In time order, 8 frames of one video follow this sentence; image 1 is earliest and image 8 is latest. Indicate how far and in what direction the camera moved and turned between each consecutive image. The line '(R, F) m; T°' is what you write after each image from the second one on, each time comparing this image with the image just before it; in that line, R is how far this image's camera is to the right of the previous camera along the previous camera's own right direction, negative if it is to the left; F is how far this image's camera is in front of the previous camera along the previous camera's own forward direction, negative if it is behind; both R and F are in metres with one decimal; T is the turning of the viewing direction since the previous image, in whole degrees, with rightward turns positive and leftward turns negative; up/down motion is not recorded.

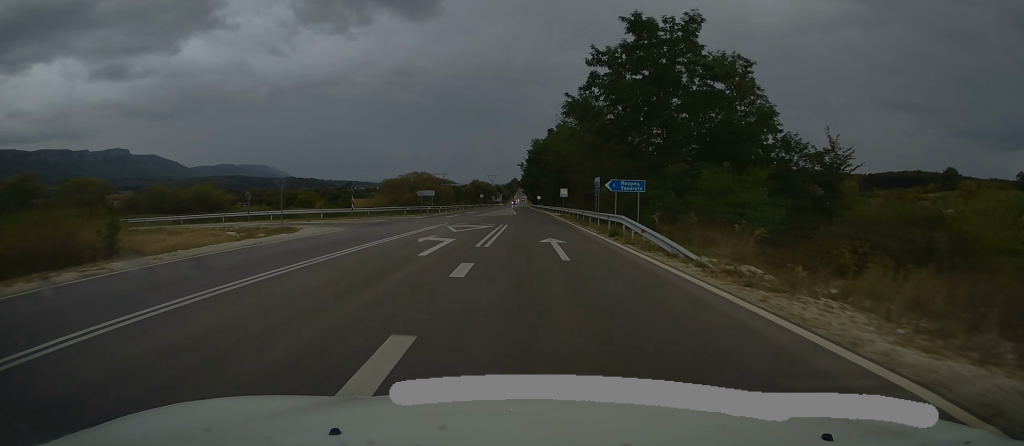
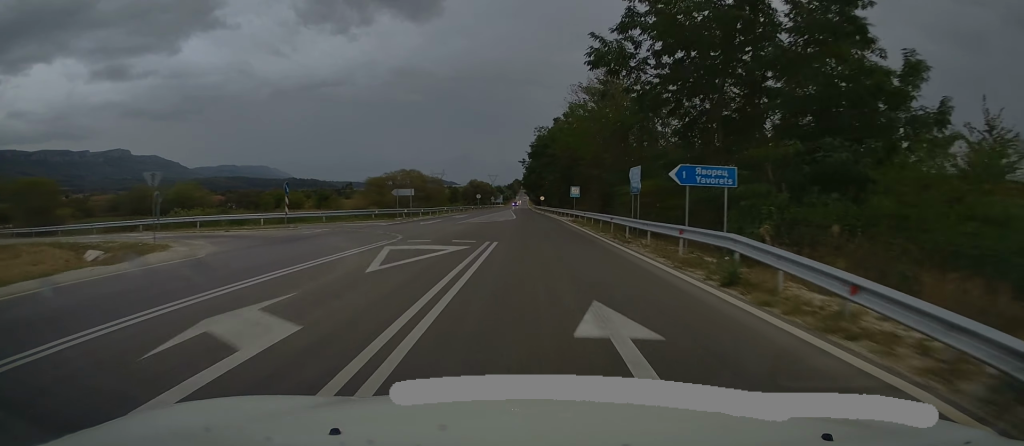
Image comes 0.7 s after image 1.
(0.0, +12.1) m; 0°
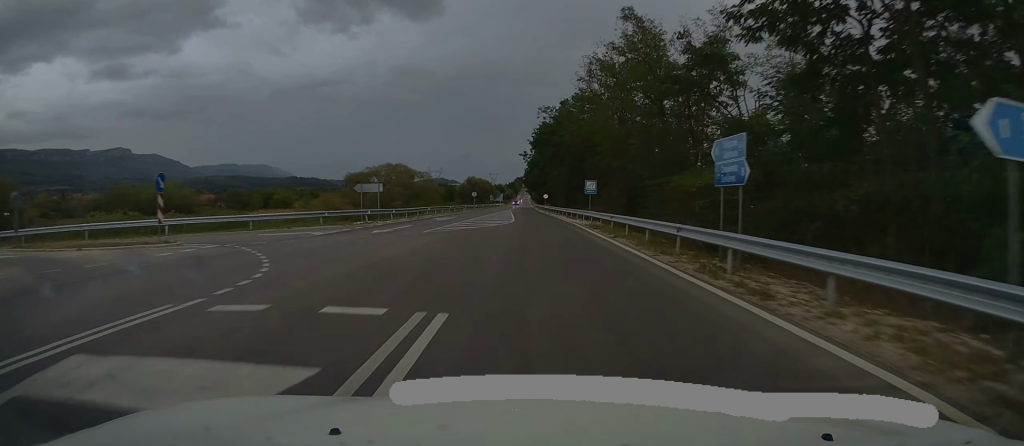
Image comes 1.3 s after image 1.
(+0.1, +10.9) m; 0°
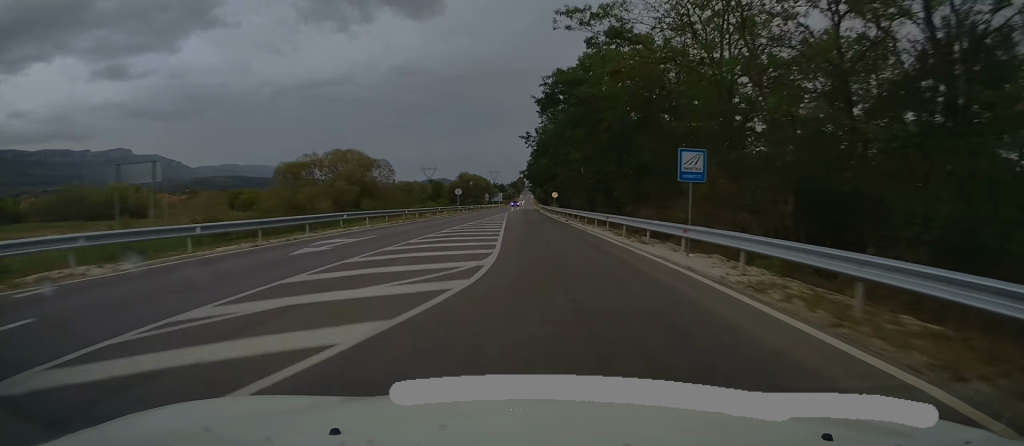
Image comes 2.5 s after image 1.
(-0.2, +23.7) m; +1°
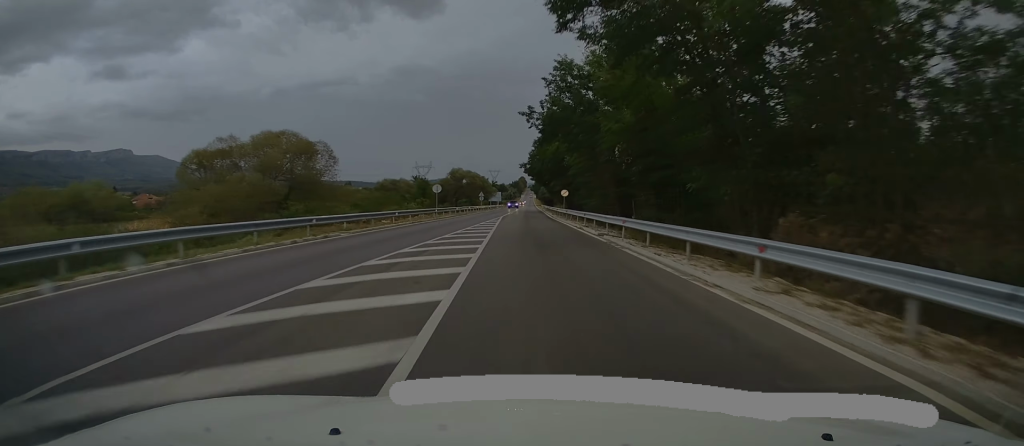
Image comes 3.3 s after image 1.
(+0.4, +17.2) m; 0°
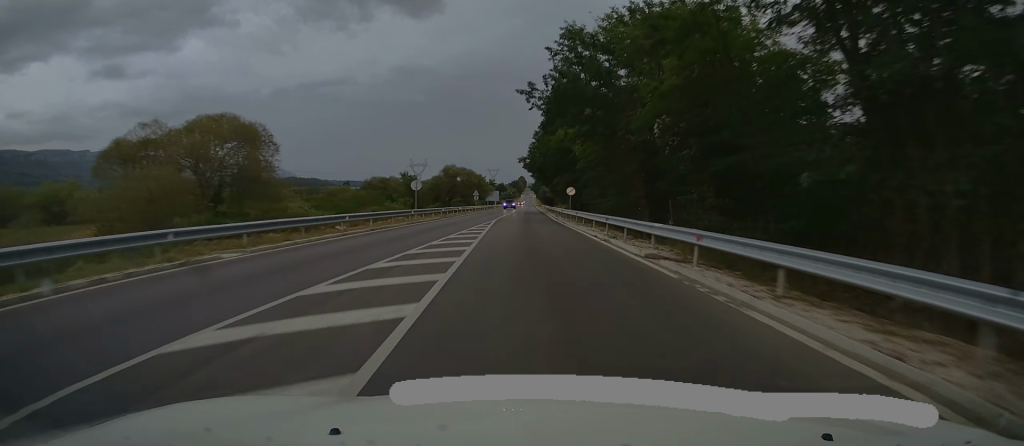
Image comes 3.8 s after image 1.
(-0.2, +9.3) m; 0°
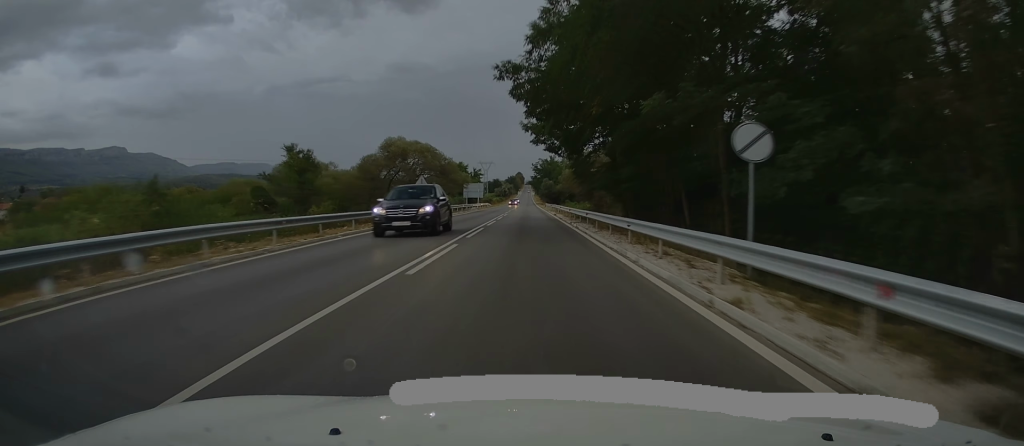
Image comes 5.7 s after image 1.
(+0.1, +43.0) m; 0°
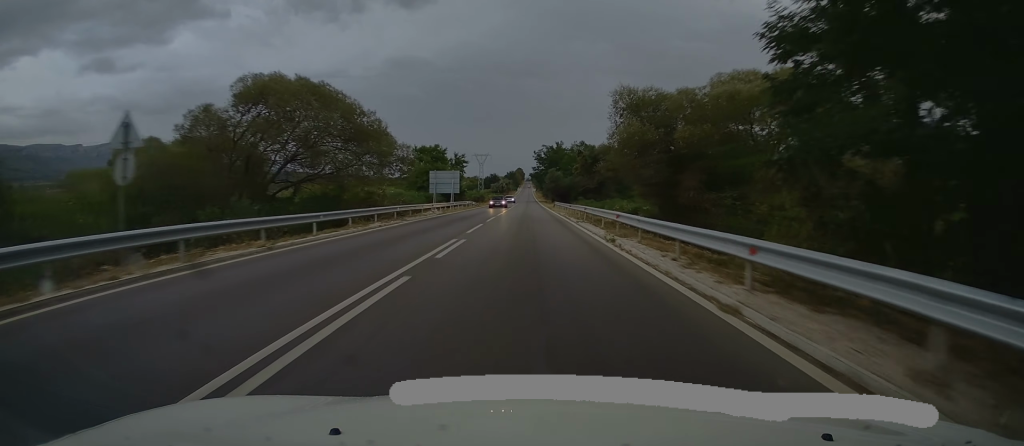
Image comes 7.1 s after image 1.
(-0.1, +32.8) m; 0°
